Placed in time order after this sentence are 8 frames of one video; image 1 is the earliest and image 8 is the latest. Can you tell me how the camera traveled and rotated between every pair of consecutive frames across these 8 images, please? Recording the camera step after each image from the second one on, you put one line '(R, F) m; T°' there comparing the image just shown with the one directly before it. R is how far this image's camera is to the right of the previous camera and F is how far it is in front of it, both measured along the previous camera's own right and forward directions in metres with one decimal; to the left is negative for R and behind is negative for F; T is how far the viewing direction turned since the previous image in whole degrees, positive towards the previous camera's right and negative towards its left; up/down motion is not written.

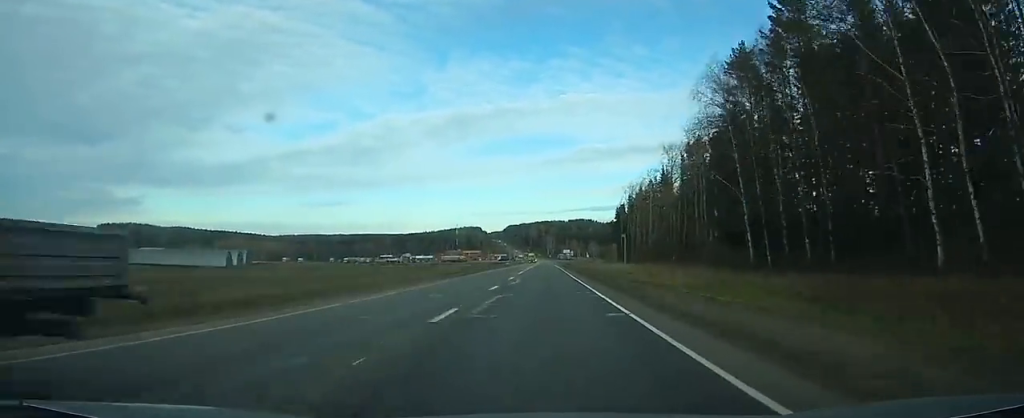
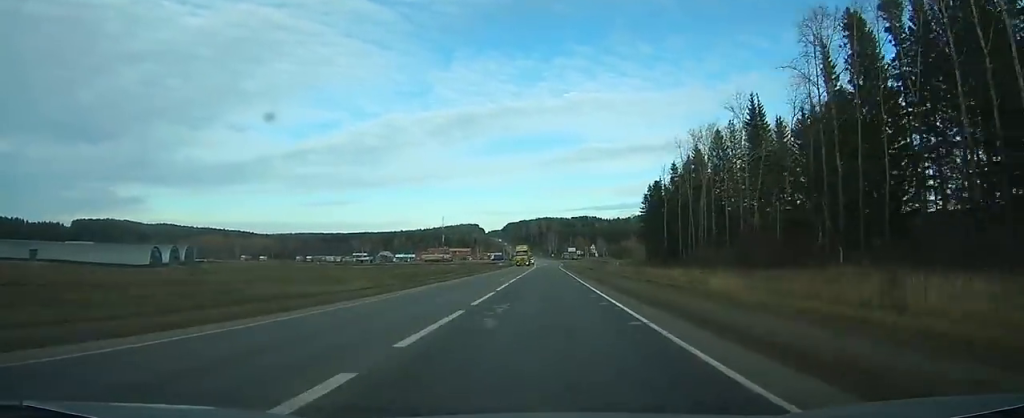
(+0.1, +68.2) m; 0°
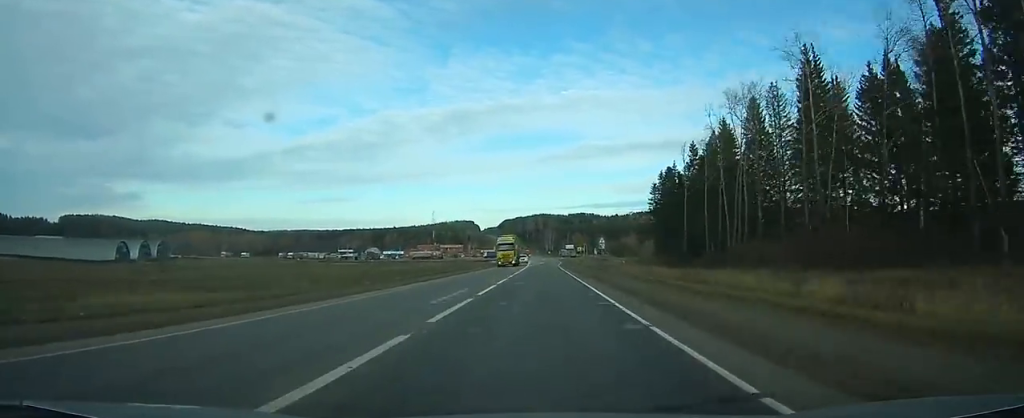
(-0.1, +21.0) m; 0°
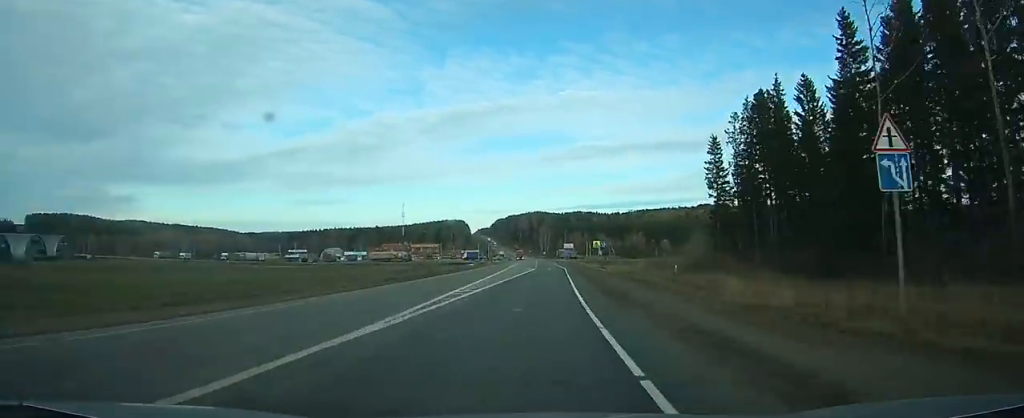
(+0.4, +64.6) m; 0°
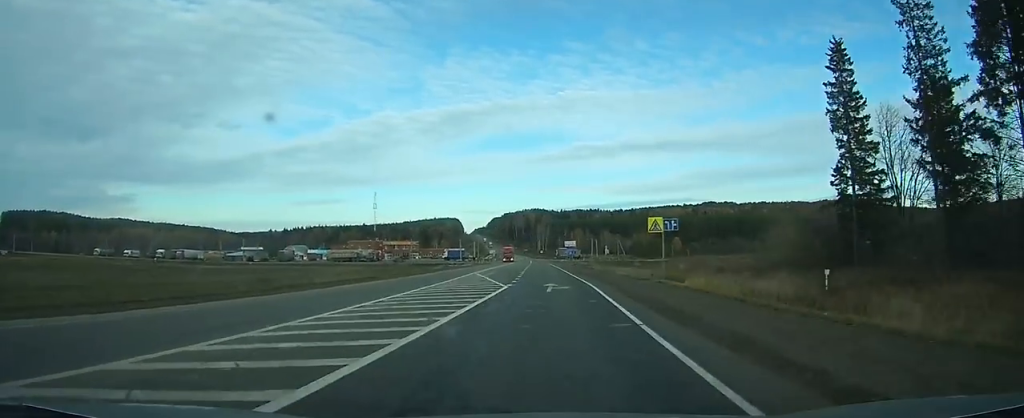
(-0.1, +46.9) m; 0°
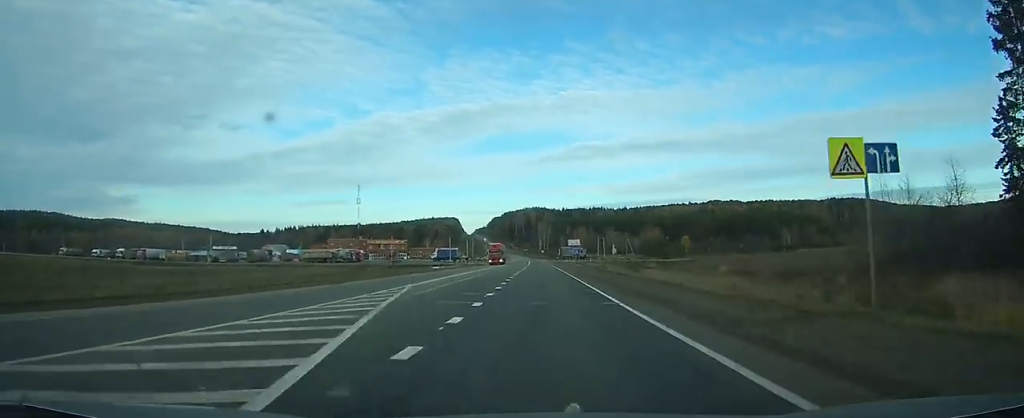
(+0.1, +24.3) m; 0°
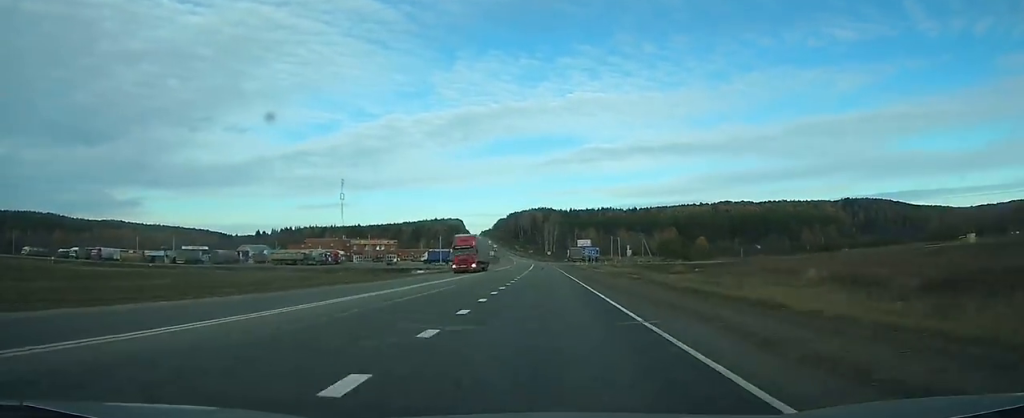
(+0.2, +26.0) m; 0°
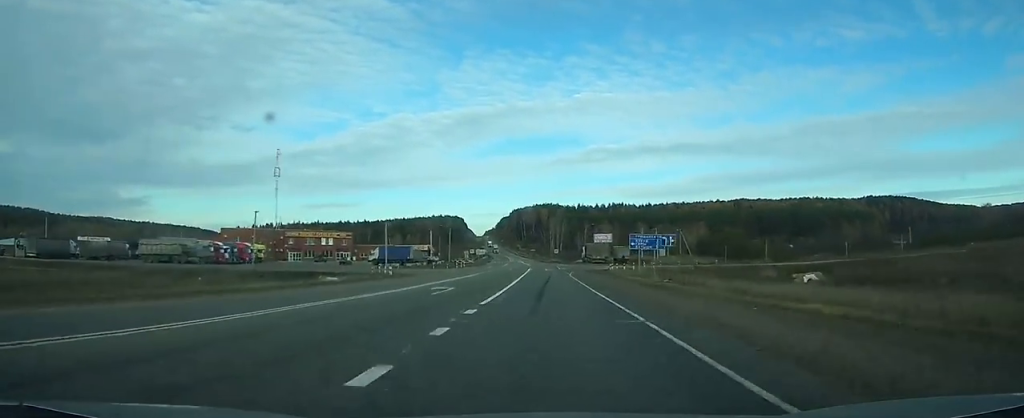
(-0.5, +55.6) m; -1°
